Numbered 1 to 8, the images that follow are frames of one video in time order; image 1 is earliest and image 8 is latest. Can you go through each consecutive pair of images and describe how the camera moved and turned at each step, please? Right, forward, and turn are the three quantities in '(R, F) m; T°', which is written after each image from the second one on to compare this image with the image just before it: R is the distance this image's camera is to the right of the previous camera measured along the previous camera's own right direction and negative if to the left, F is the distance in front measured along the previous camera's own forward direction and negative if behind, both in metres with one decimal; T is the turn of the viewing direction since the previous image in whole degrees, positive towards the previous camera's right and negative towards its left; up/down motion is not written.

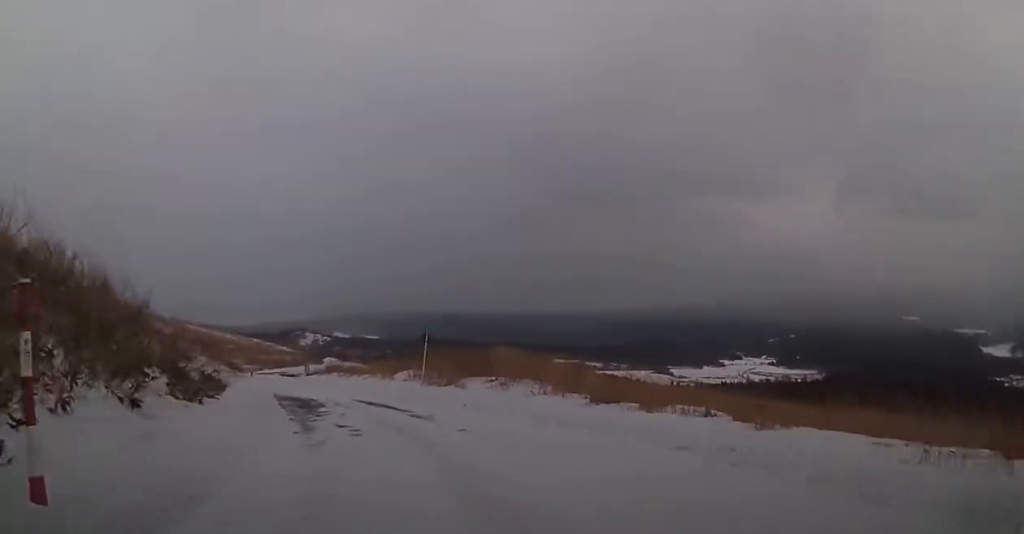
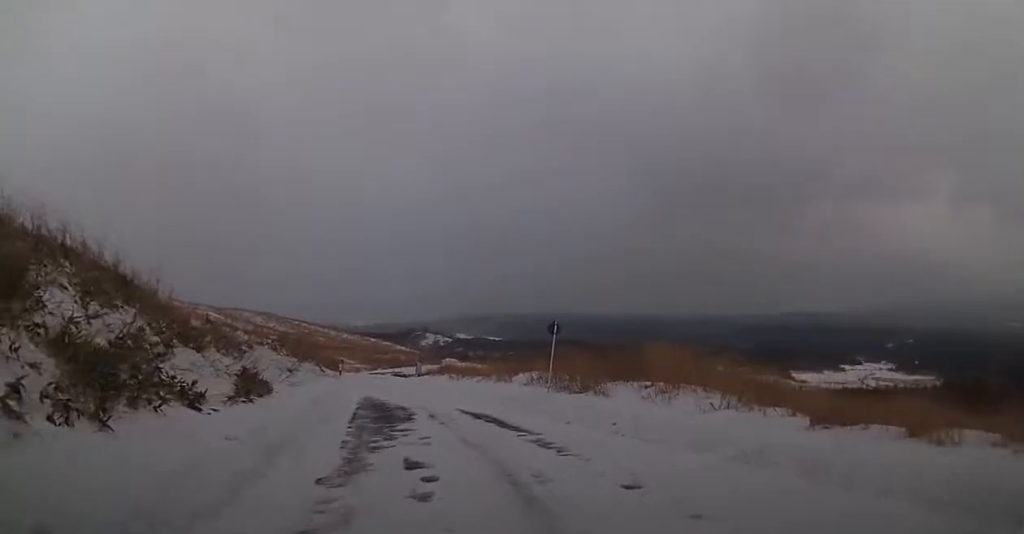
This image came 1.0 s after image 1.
(-0.6, +7.3) m; -9°
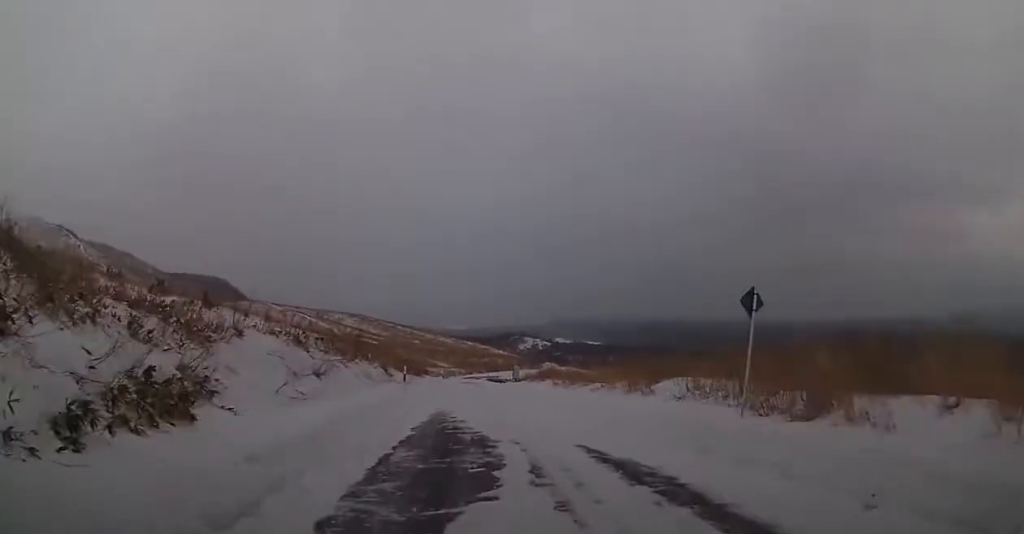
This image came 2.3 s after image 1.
(-0.8, +10.0) m; -10°
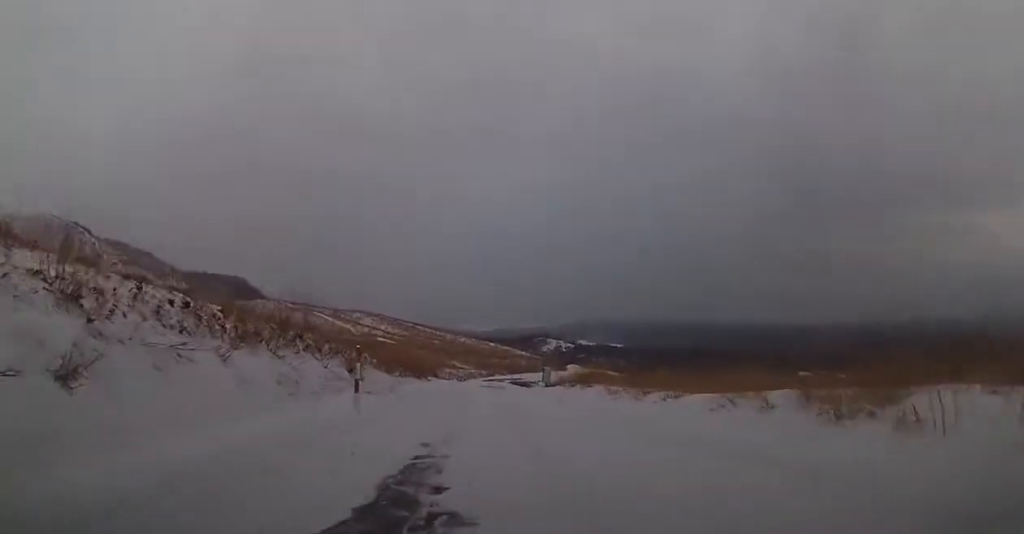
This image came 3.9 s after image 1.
(-1.1, +12.1) m; -6°
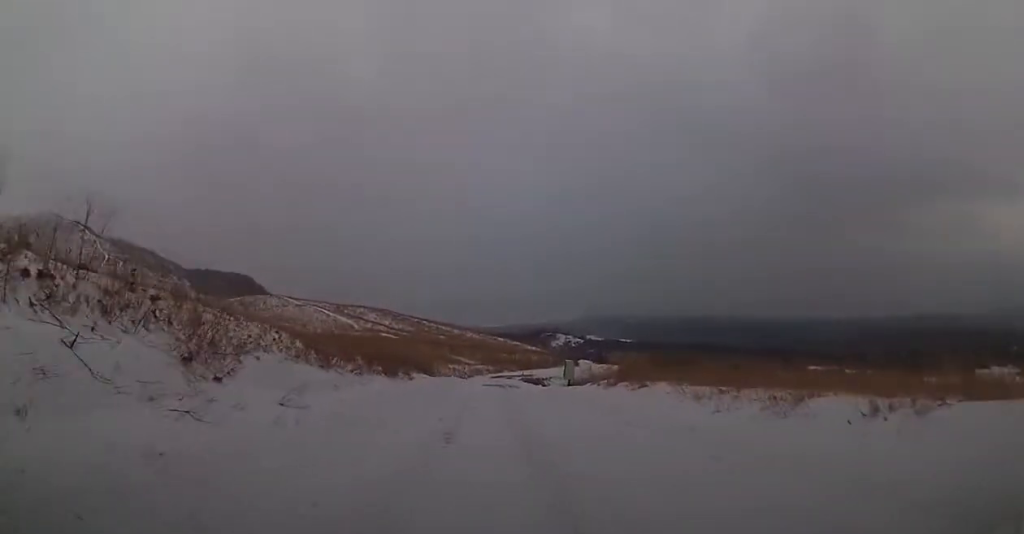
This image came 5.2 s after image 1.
(+0.3, +11.4) m; +3°
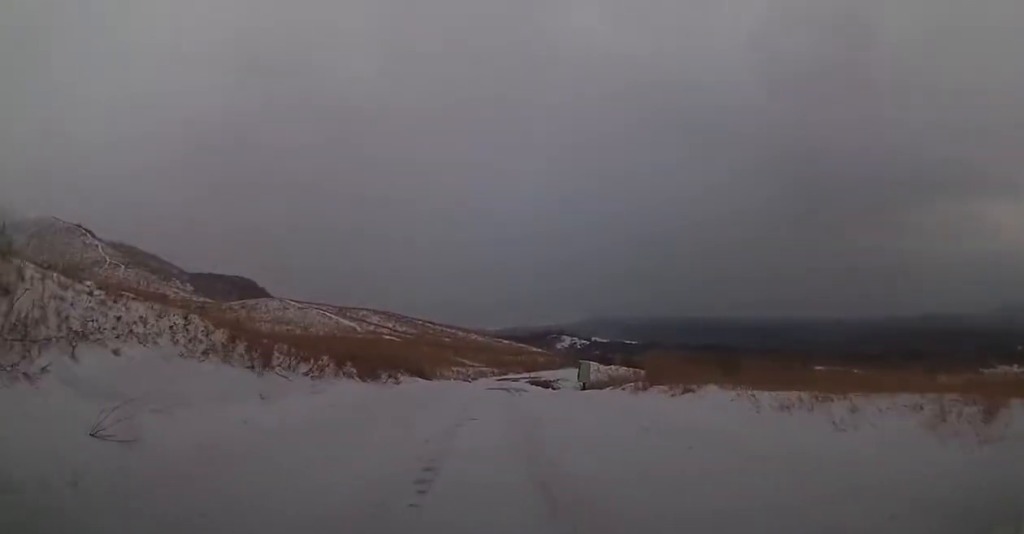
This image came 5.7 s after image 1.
(+0.1, +5.1) m; -1°
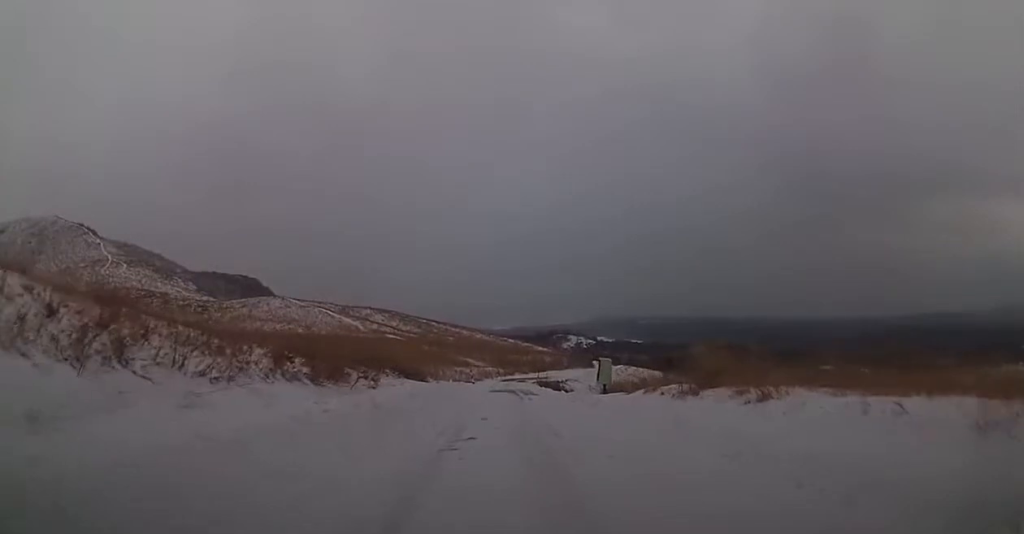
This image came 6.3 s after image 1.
(-0.1, +5.5) m; -3°
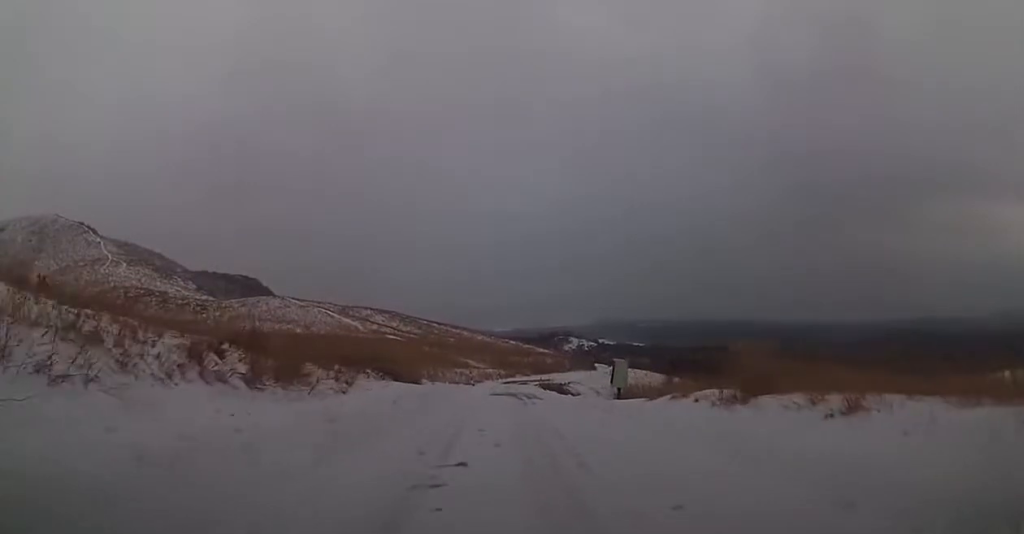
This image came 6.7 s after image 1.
(-0.1, +3.6) m; -1°
